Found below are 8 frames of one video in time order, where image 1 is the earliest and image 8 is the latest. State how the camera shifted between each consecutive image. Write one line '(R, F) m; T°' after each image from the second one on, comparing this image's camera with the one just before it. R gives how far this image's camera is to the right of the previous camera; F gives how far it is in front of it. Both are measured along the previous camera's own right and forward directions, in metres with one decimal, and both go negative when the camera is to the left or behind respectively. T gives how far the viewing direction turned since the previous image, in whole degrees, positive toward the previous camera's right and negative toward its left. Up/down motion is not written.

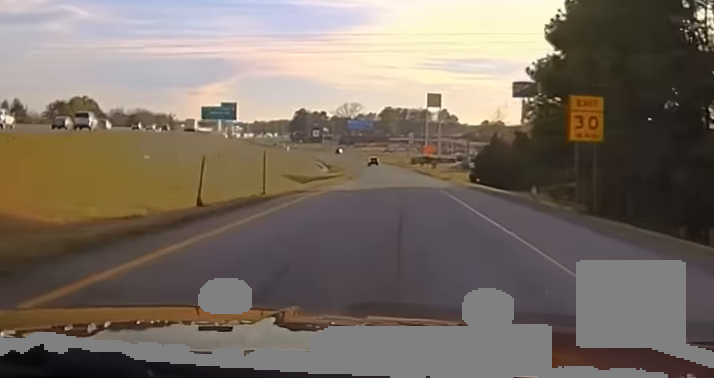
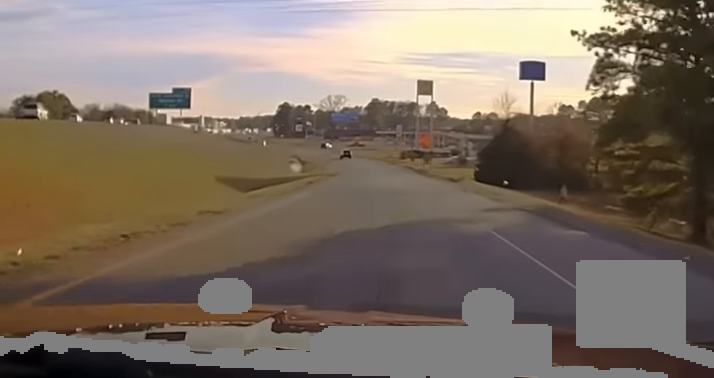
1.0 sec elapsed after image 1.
(+0.2, +24.5) m; 0°
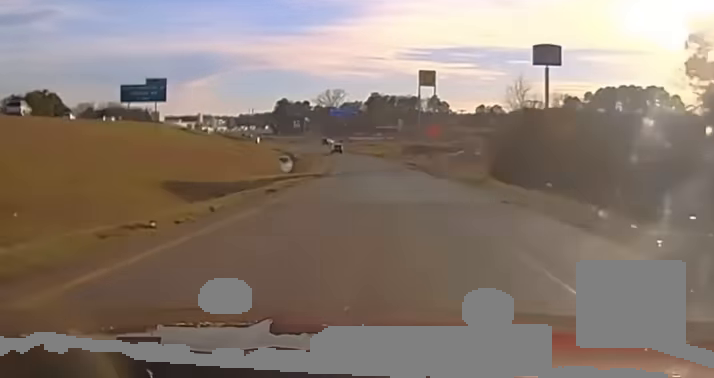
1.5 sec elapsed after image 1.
(-0.1, +12.9) m; 0°
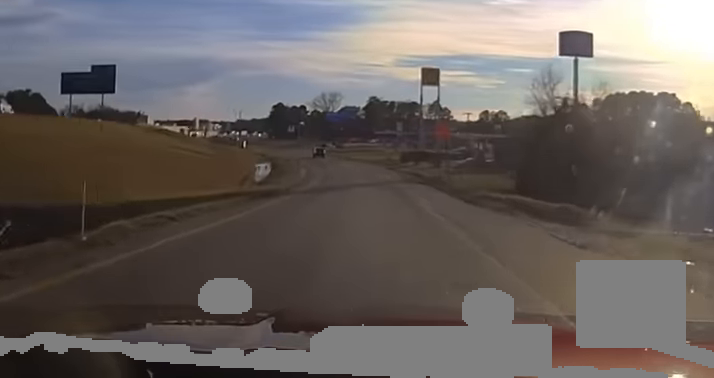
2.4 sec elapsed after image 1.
(0.0, +19.4) m; 0°
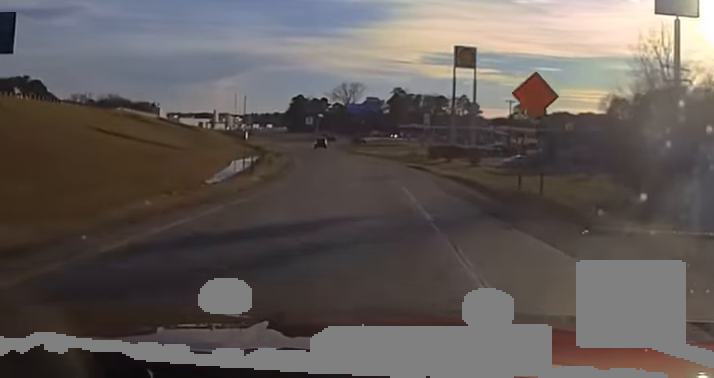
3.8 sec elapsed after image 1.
(0.0, +24.8) m; -1°
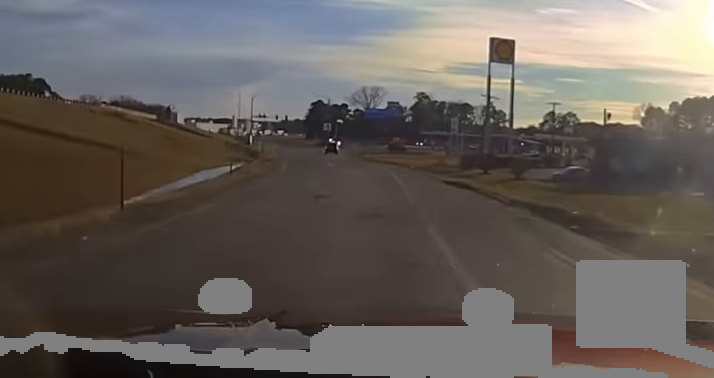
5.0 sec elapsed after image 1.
(-0.3, +18.2) m; -2°
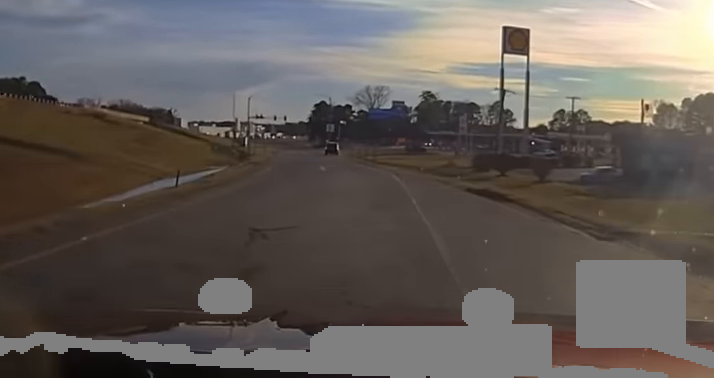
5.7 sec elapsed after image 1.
(-0.1, +8.7) m; -1°
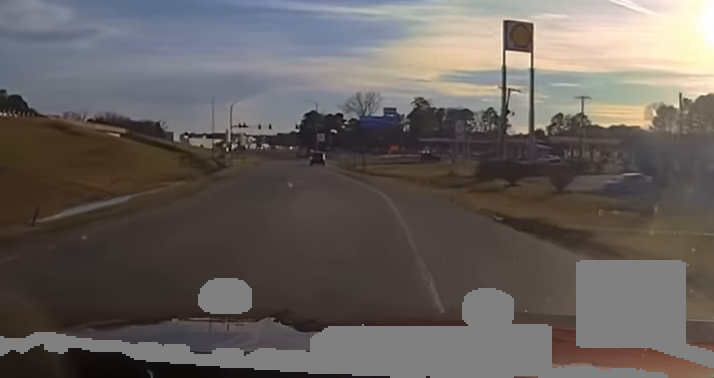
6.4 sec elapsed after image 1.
(-0.1, +9.8) m; 0°
